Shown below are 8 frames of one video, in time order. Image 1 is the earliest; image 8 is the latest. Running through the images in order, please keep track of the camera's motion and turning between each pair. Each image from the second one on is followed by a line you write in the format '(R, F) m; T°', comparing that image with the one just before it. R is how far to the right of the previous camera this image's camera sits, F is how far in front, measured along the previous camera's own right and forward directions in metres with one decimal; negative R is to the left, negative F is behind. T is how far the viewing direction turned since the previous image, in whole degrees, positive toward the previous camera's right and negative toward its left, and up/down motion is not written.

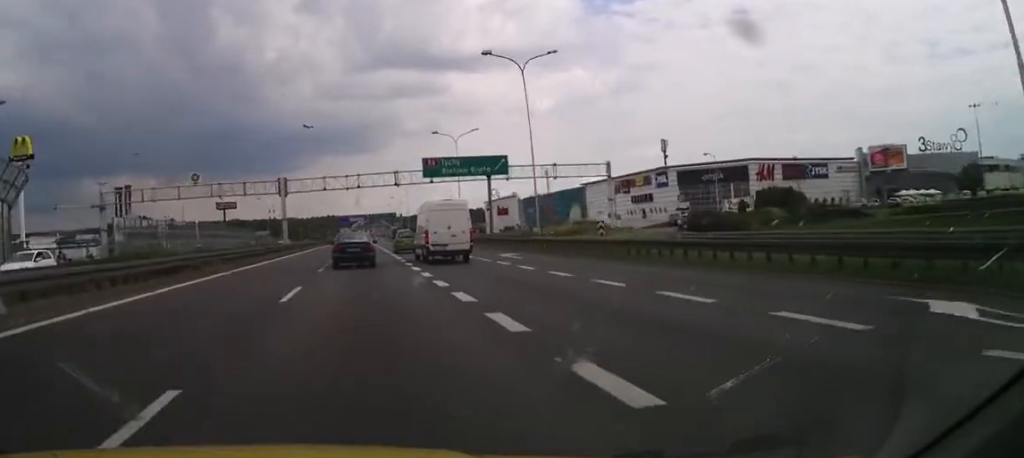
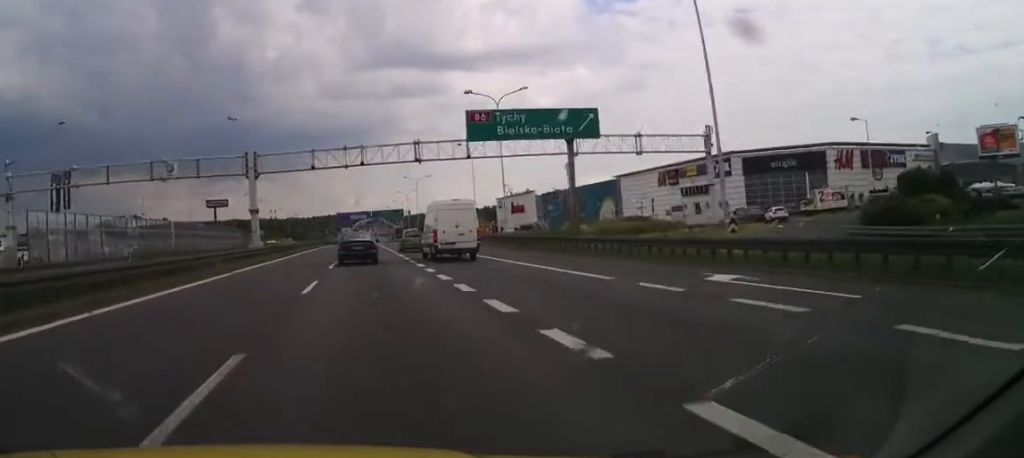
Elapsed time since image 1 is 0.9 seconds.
(+0.3, +22.8) m; +1°
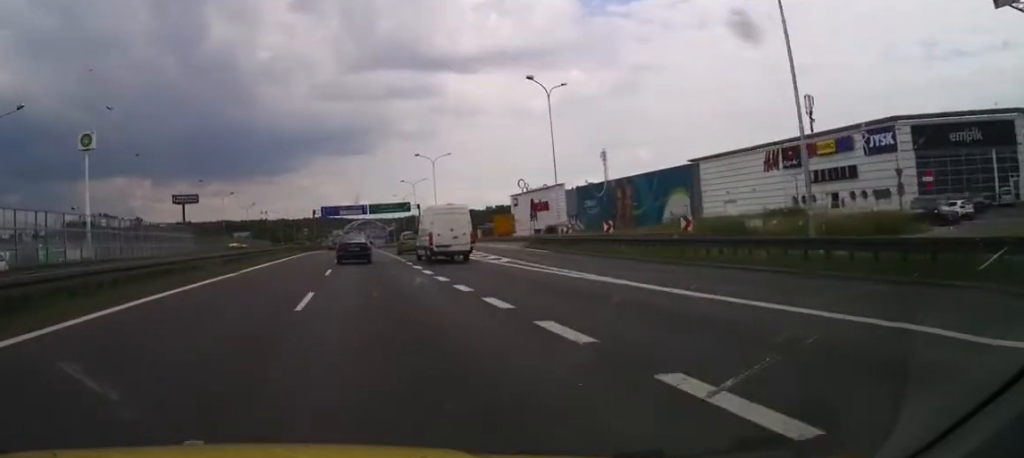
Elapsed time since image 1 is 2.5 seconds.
(0.0, +40.4) m; 0°
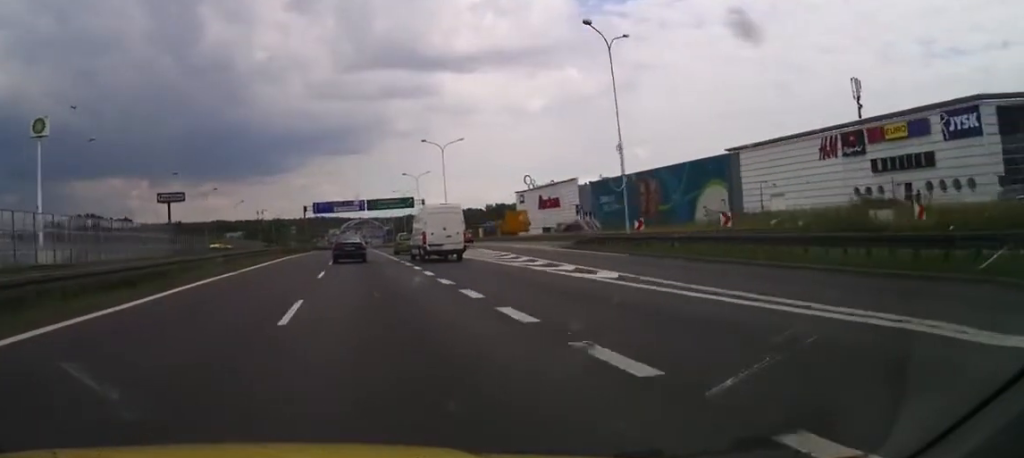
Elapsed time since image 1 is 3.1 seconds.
(0.0, +14.0) m; 0°
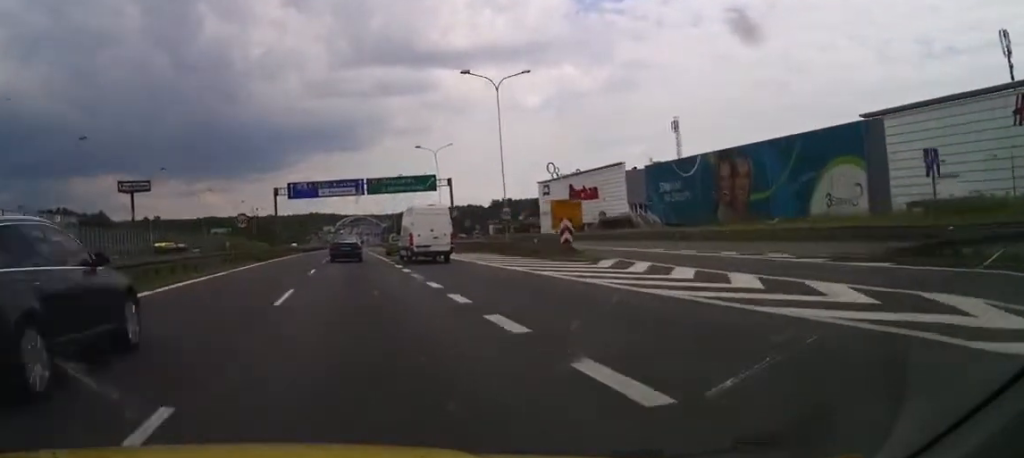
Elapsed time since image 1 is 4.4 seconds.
(-0.3, +32.5) m; -1°
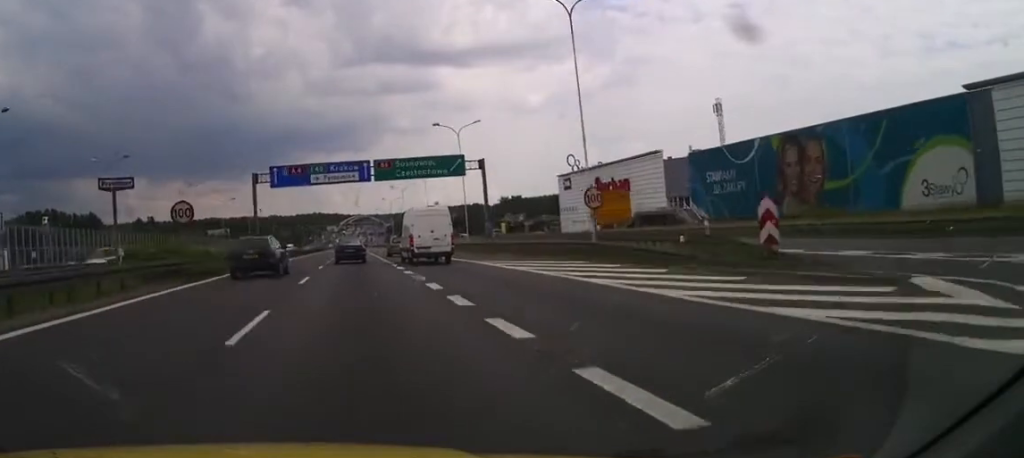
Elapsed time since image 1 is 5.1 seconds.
(0.0, +16.3) m; 0°
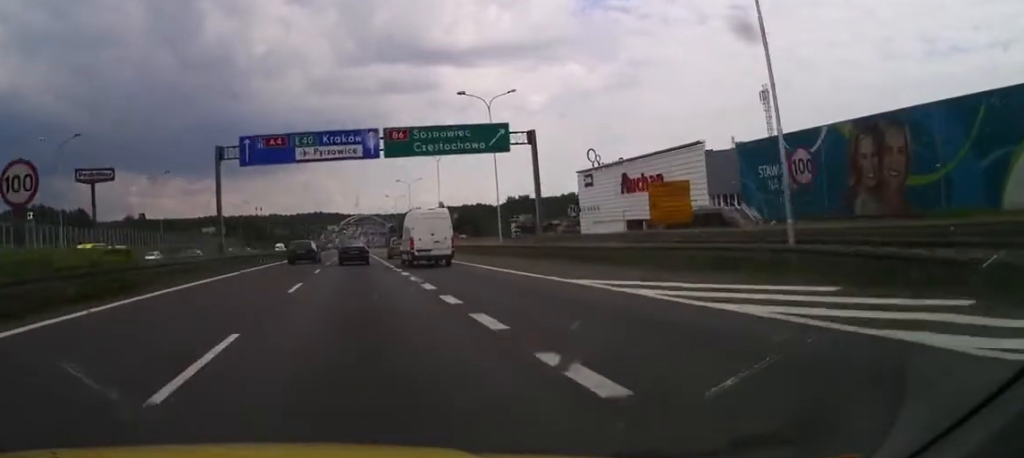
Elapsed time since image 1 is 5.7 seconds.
(-0.1, +14.8) m; +1°
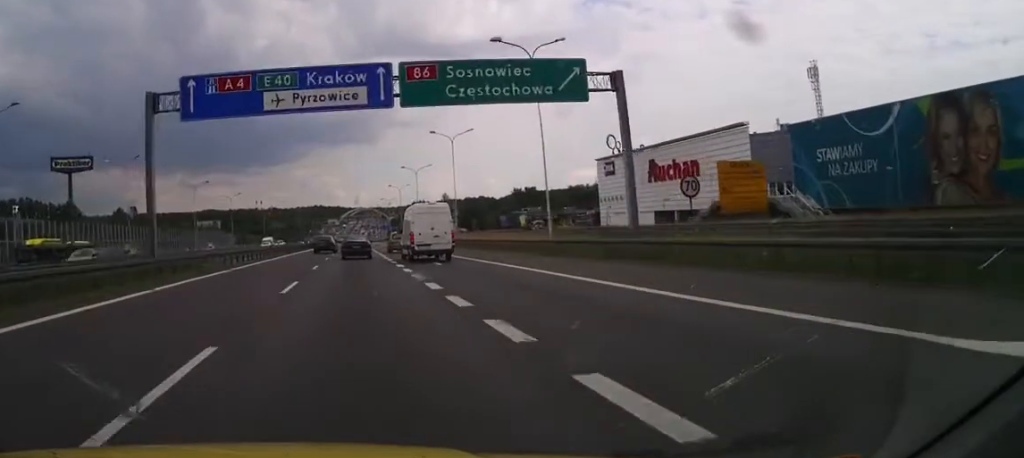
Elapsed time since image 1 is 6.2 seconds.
(+0.3, +13.2) m; +1°
